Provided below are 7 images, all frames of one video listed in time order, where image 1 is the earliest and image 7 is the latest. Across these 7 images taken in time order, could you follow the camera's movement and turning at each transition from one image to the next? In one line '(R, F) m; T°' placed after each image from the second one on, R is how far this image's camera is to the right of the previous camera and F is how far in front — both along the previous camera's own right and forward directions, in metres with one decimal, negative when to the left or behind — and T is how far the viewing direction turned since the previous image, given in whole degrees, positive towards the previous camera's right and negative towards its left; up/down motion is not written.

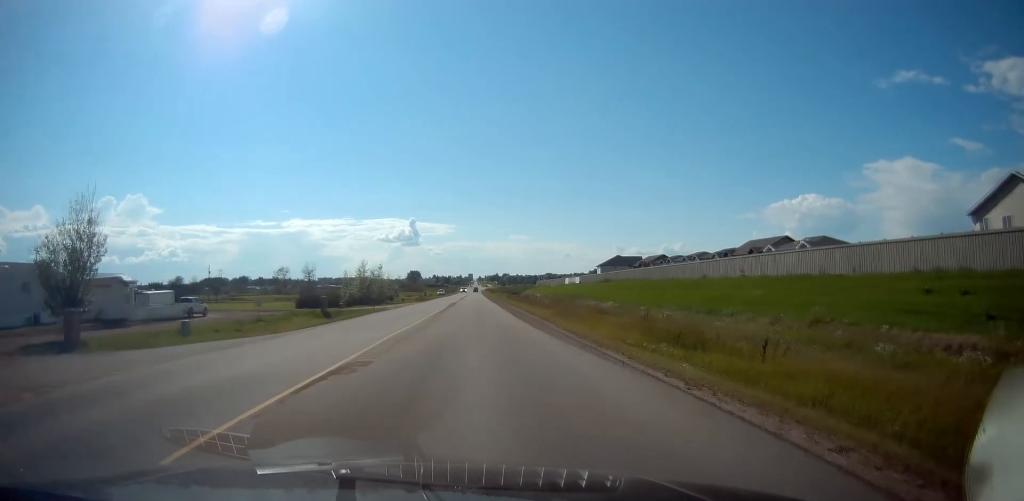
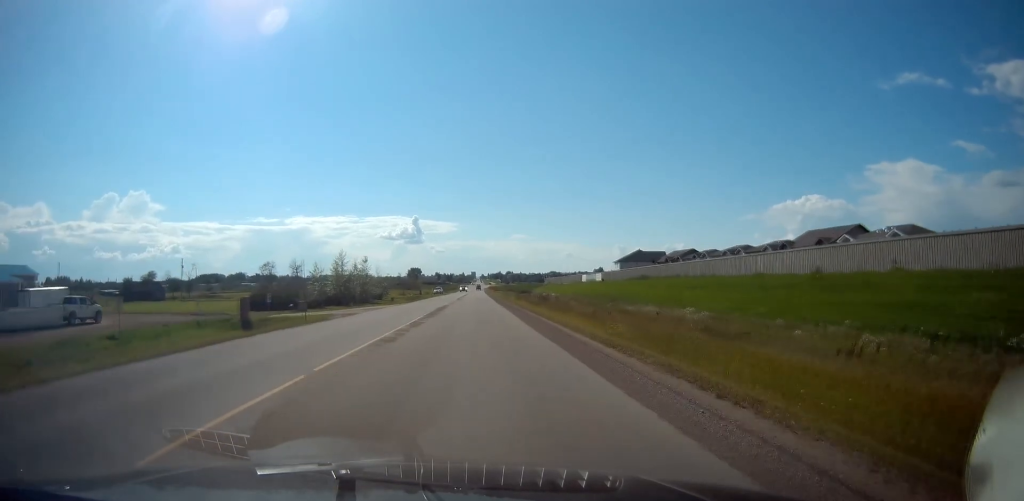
(0.0, +19.1) m; 0°
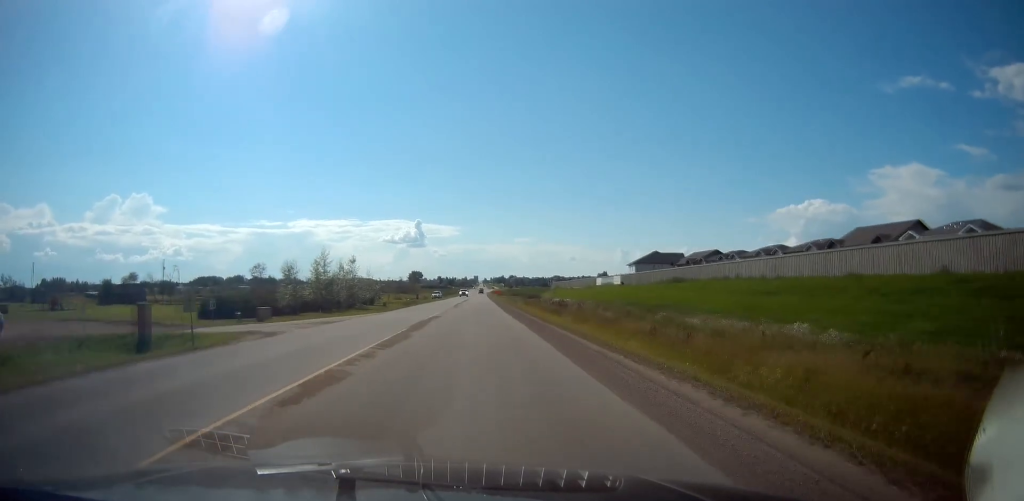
(0.0, +11.8) m; 0°
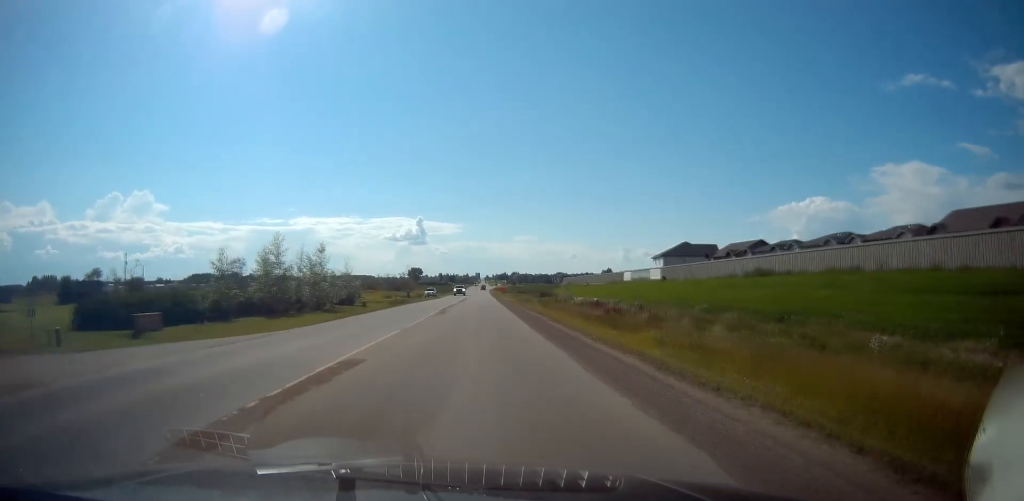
(0.0, +19.1) m; 0°
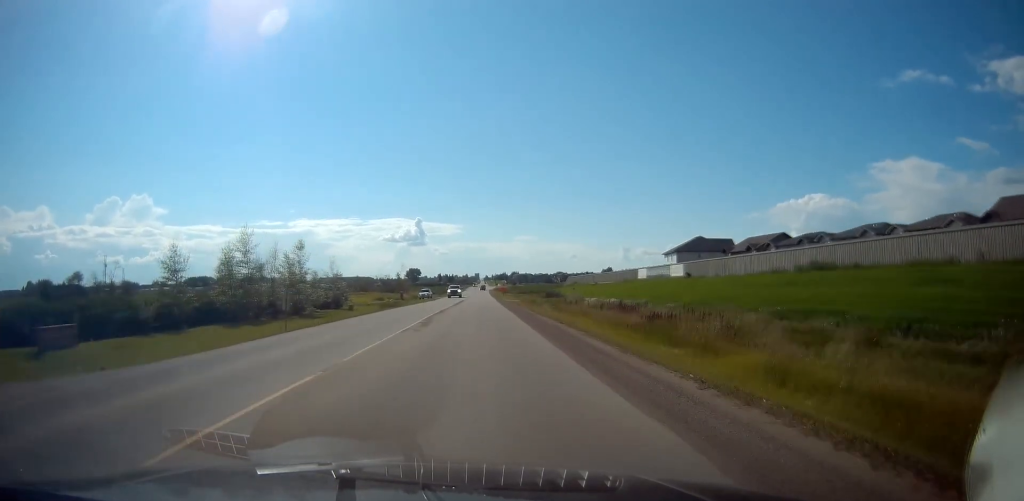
(0.0, +8.4) m; 0°
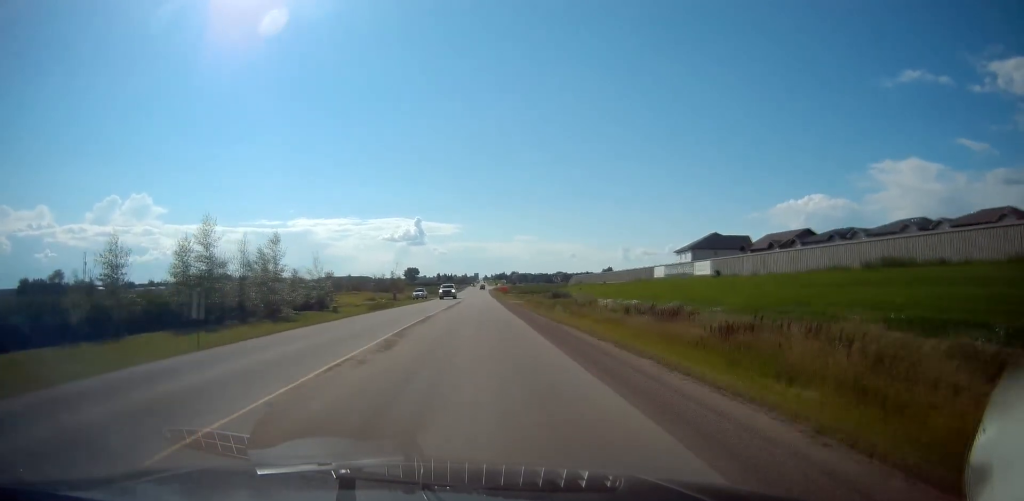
(0.0, +7.8) m; 0°
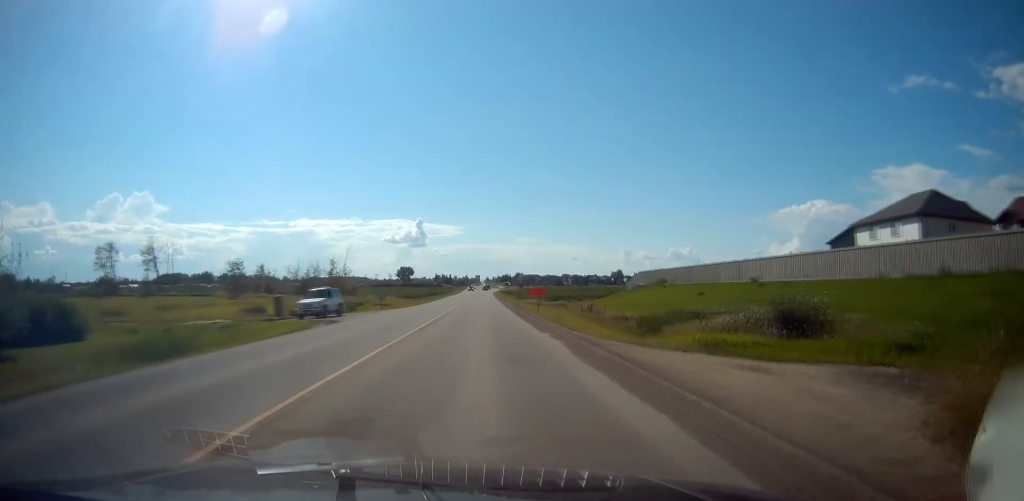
(0.0, +56.3) m; 0°
